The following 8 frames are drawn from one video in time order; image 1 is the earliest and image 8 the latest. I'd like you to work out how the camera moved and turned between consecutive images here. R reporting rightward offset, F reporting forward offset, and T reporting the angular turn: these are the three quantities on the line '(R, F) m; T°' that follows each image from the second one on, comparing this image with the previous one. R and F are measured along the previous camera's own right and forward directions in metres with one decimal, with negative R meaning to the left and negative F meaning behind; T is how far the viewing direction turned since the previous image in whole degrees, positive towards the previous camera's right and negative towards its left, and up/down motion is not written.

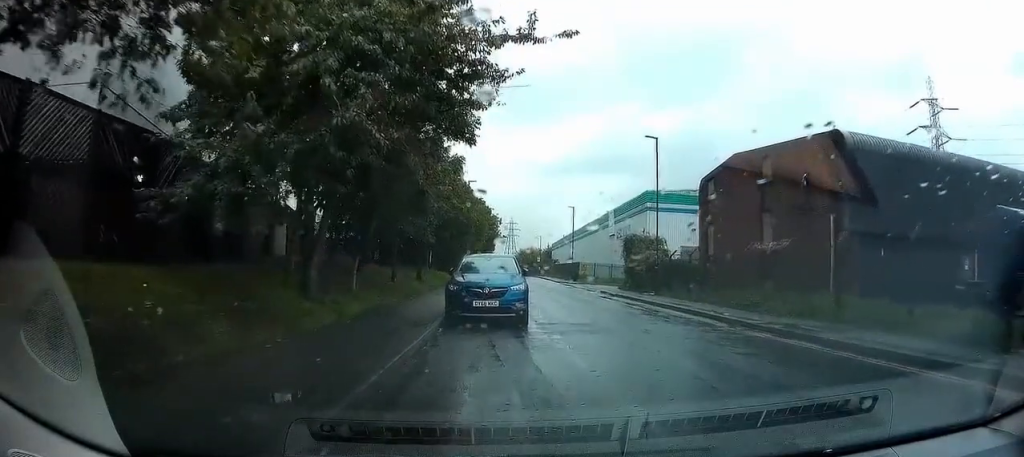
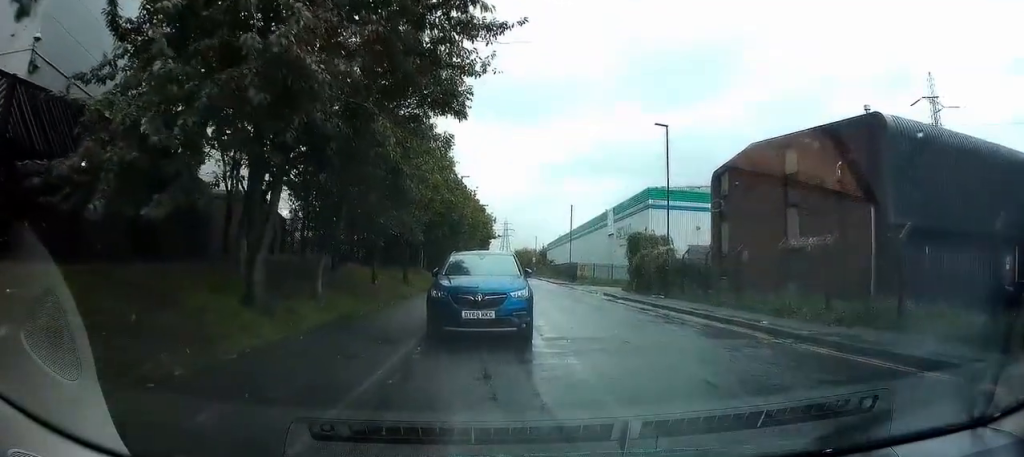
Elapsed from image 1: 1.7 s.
(0.0, +3.9) m; 0°
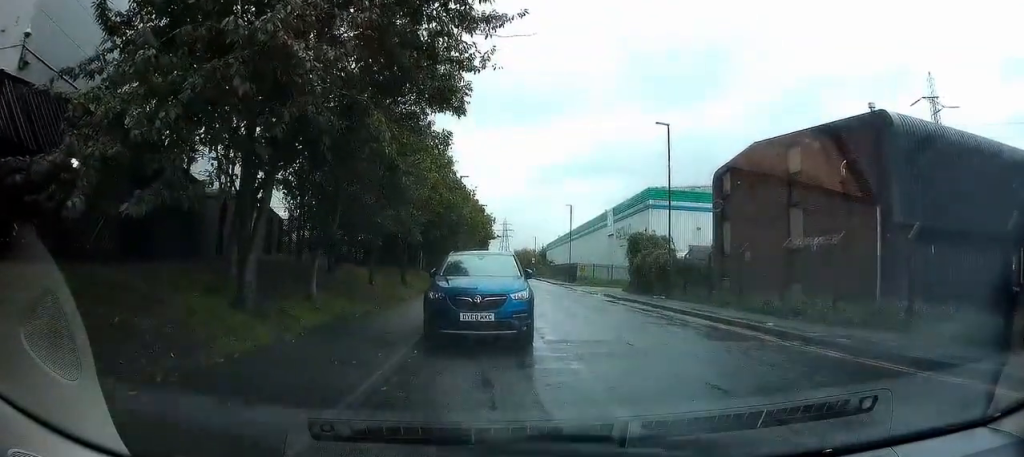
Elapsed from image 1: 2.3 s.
(0.0, +0.7) m; 0°
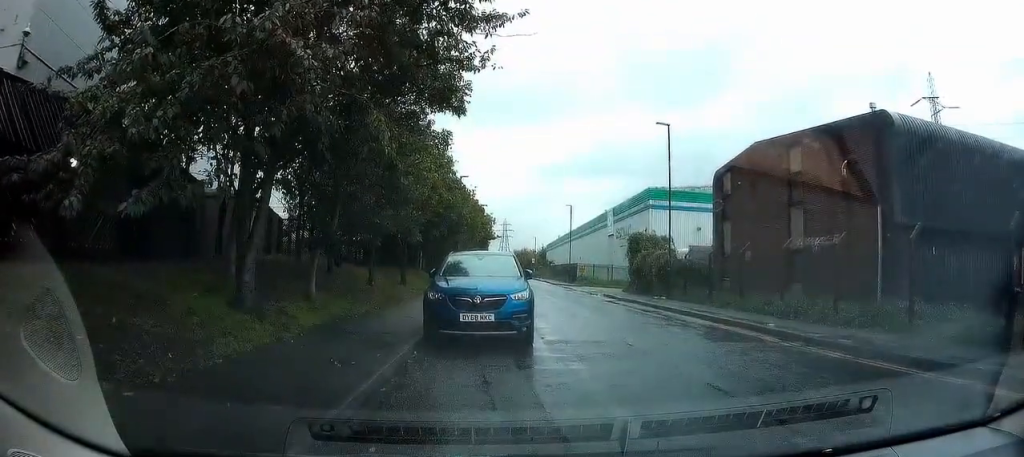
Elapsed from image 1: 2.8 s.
(+0.1, +0.5) m; 0°
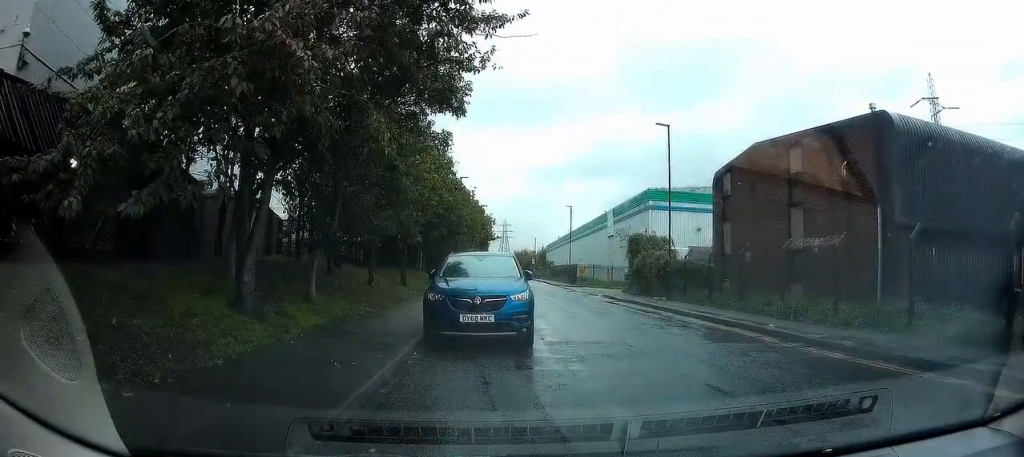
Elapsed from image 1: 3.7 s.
(+0.3, +0.3) m; 0°
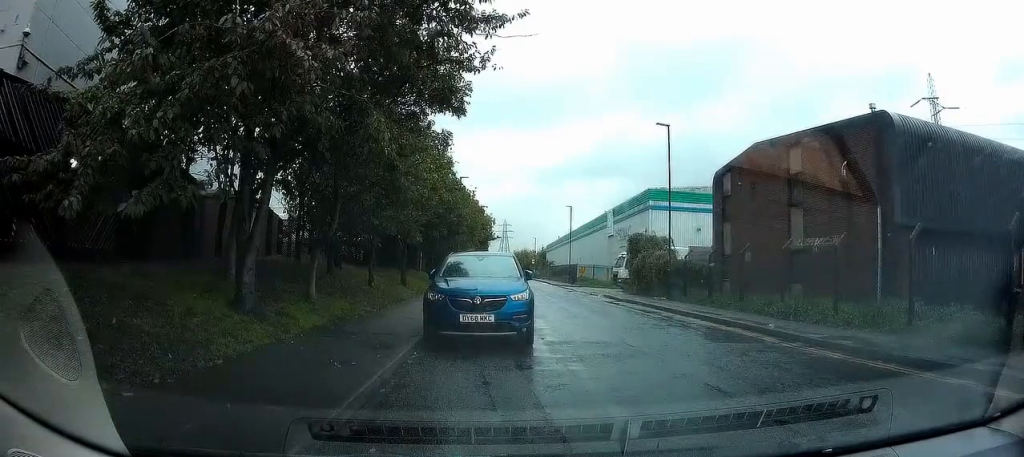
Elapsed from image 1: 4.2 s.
(0.0, 0.0) m; 0°
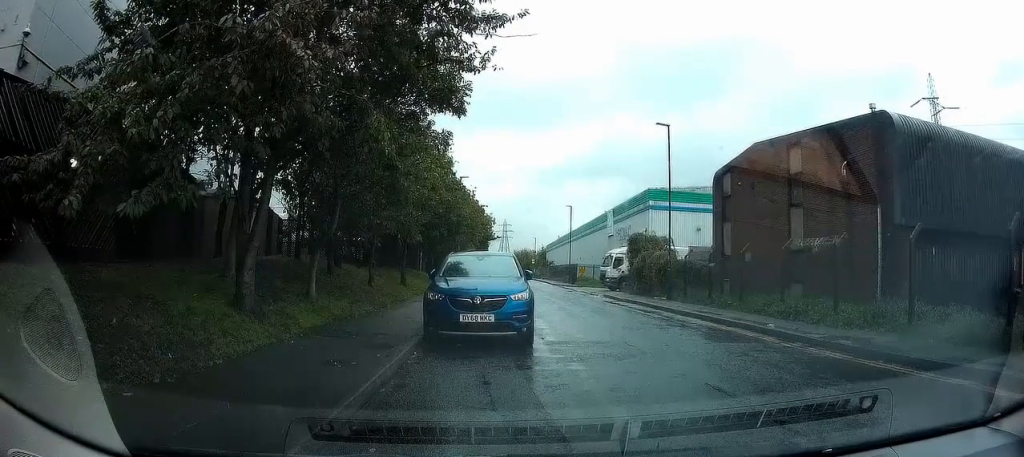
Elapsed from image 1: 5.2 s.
(+0.1, +0.3) m; 0°
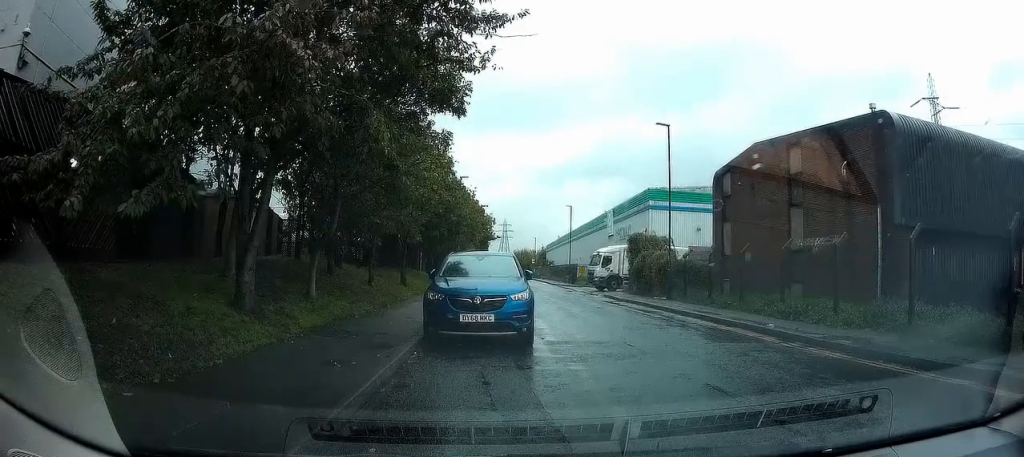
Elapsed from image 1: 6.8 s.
(+0.1, +0.4) m; 0°
